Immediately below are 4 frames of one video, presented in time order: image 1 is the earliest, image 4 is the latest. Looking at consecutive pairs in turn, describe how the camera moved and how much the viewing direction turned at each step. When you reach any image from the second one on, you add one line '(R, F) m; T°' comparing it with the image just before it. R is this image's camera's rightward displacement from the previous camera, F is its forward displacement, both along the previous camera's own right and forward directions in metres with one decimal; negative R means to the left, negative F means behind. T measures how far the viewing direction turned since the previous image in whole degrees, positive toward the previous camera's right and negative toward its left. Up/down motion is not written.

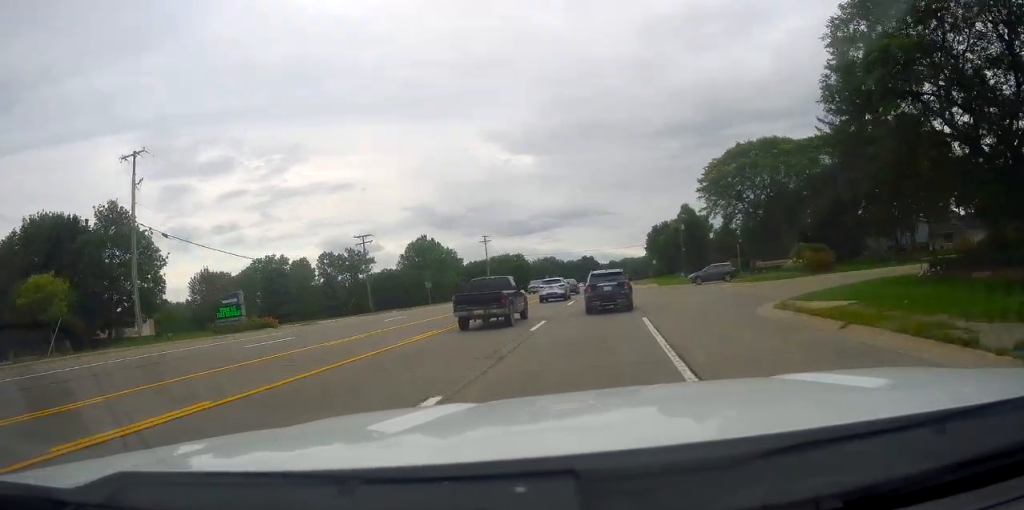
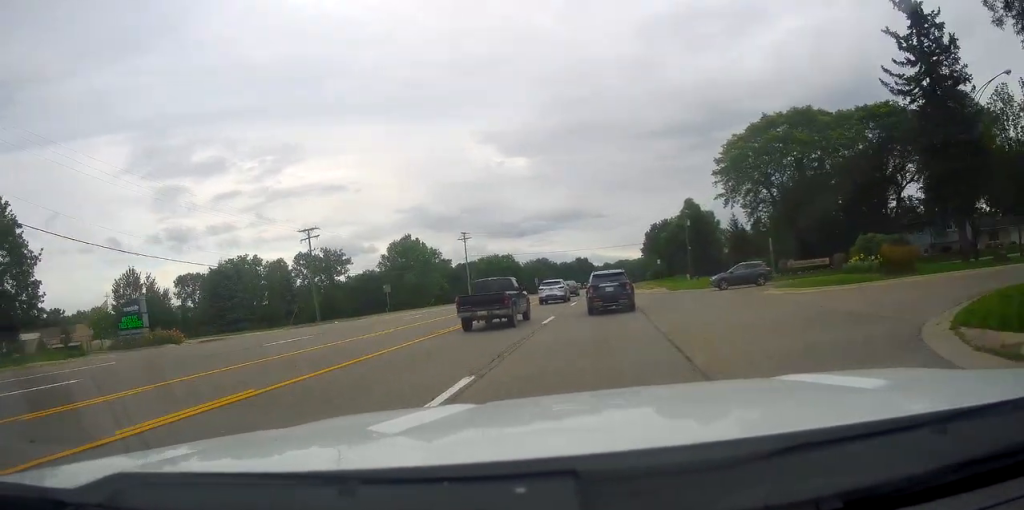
(-0.1, +12.5) m; 0°
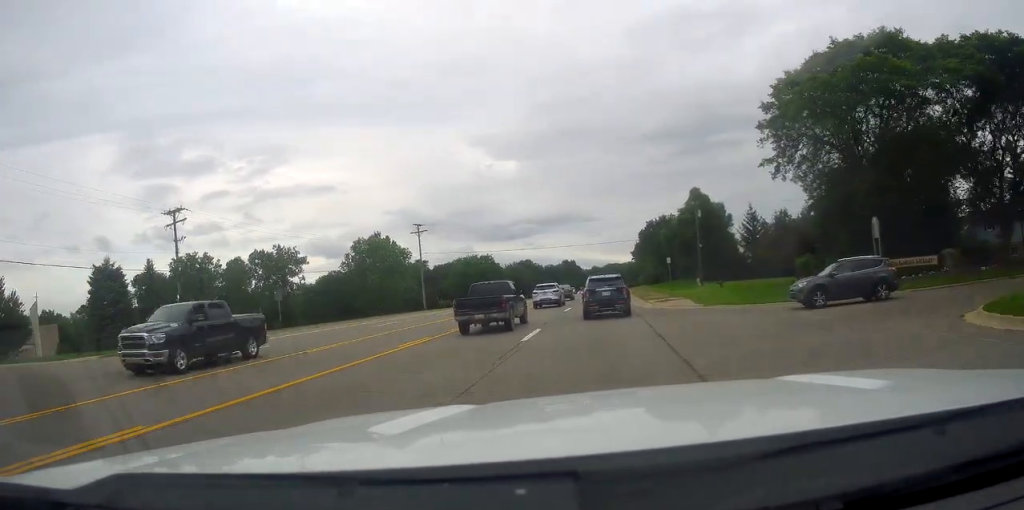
(-0.3, +19.3) m; 0°
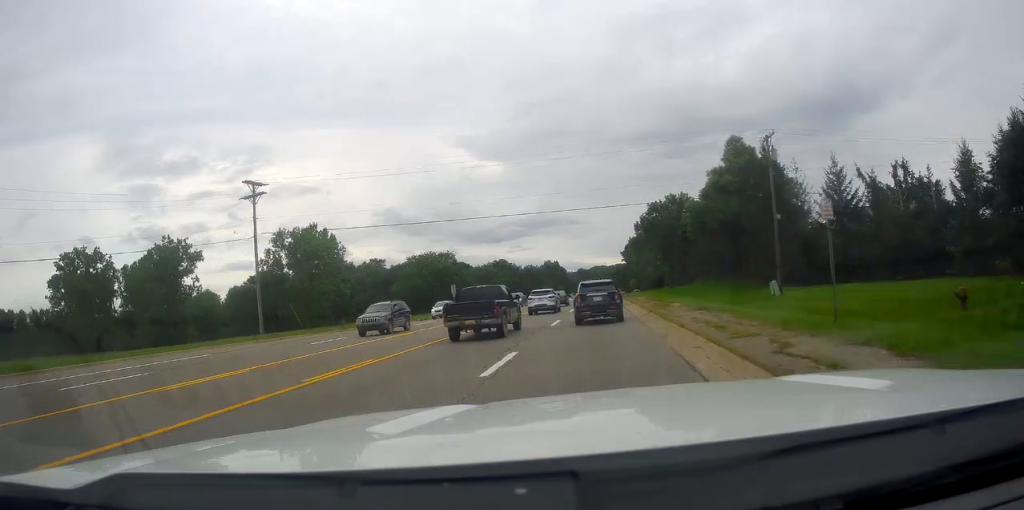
(+1.6, +37.1) m; +3°
